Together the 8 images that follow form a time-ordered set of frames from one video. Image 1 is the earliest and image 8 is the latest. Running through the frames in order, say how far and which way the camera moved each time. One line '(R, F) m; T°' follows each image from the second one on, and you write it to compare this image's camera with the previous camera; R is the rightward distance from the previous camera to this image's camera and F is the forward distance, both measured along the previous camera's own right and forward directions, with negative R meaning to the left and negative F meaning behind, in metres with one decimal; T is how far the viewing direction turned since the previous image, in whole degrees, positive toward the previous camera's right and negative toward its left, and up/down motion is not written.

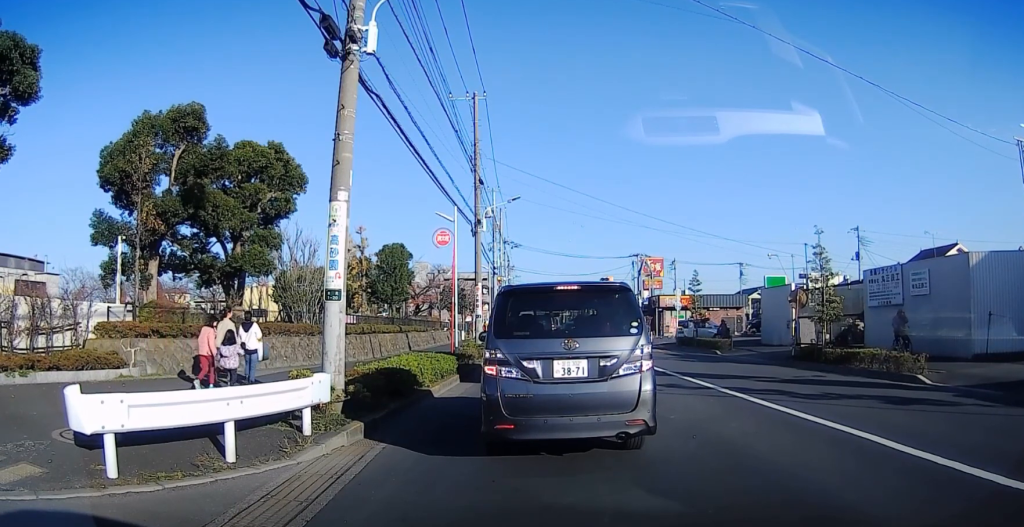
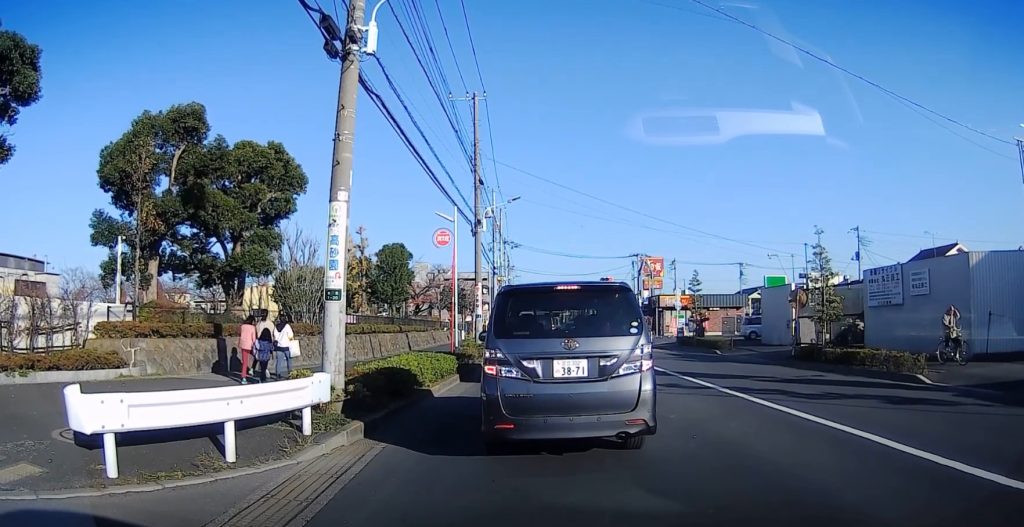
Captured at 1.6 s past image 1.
(0.0, 0.0) m; 0°
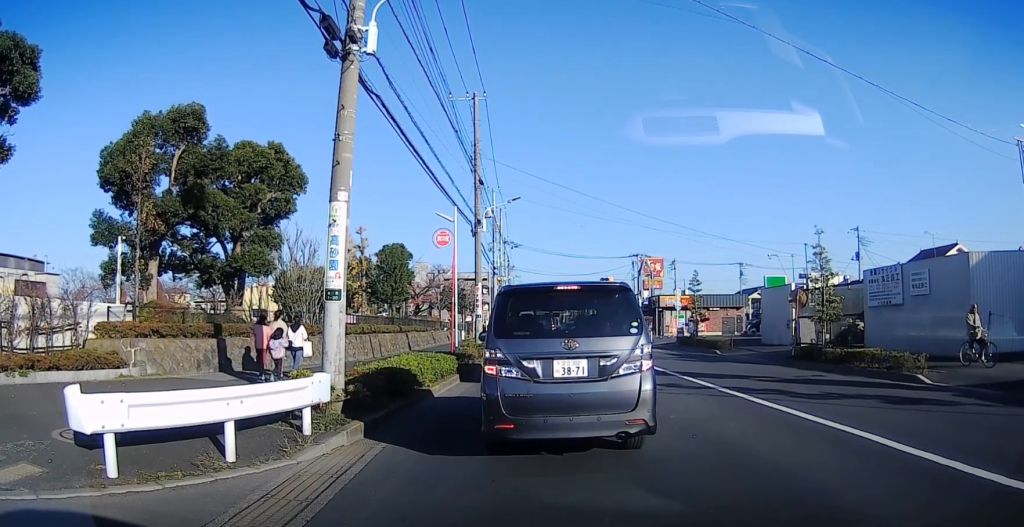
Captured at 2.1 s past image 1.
(0.0, 0.0) m; 0°
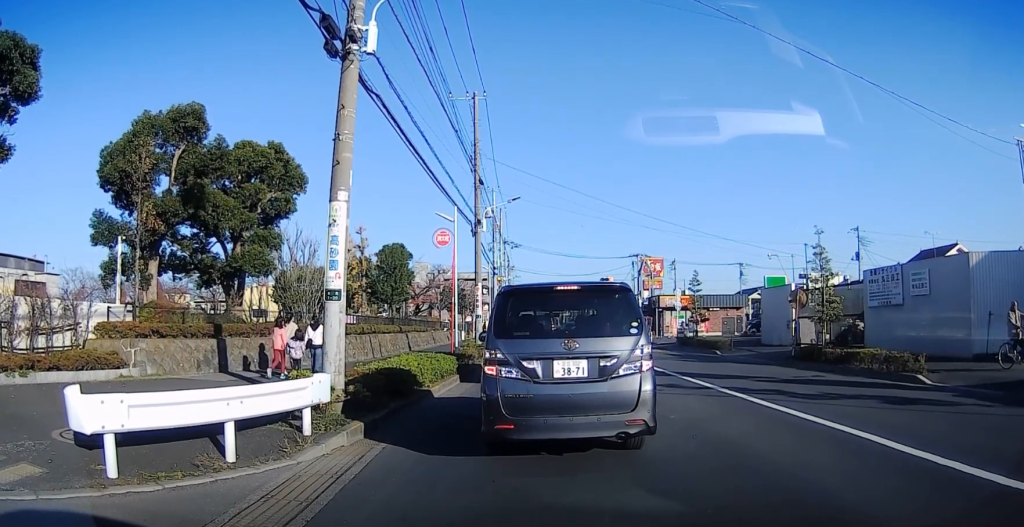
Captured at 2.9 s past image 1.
(0.0, 0.0) m; 0°
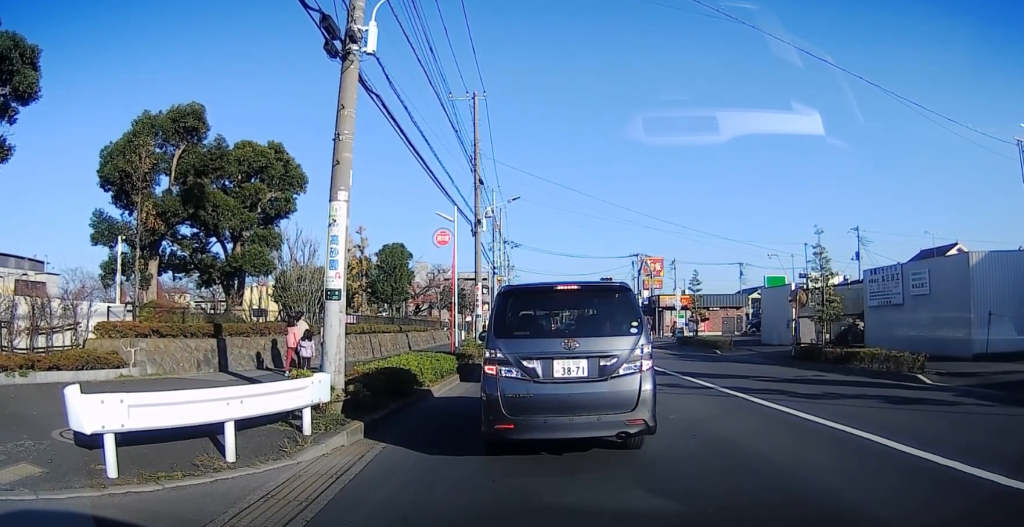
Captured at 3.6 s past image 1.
(0.0, 0.0) m; 0°
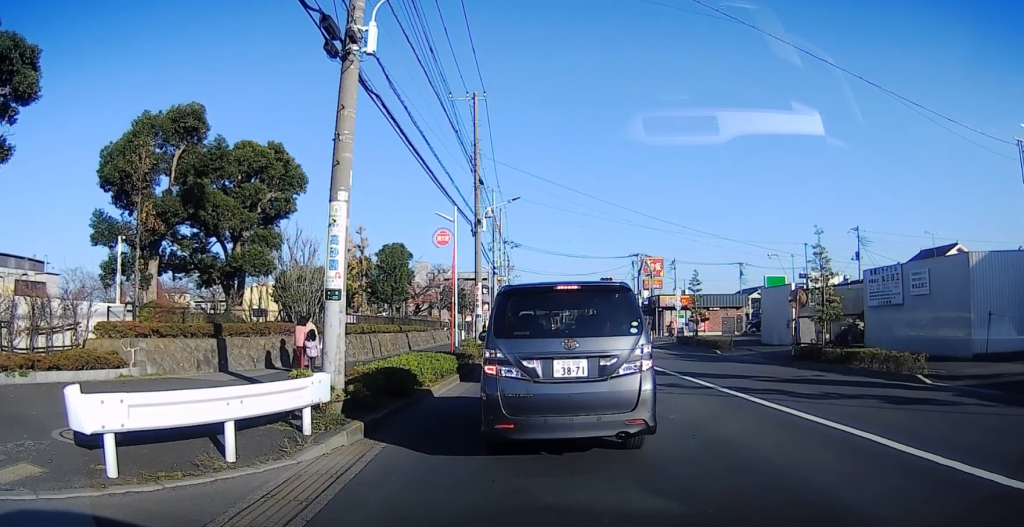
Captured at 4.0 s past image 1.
(0.0, 0.0) m; 0°
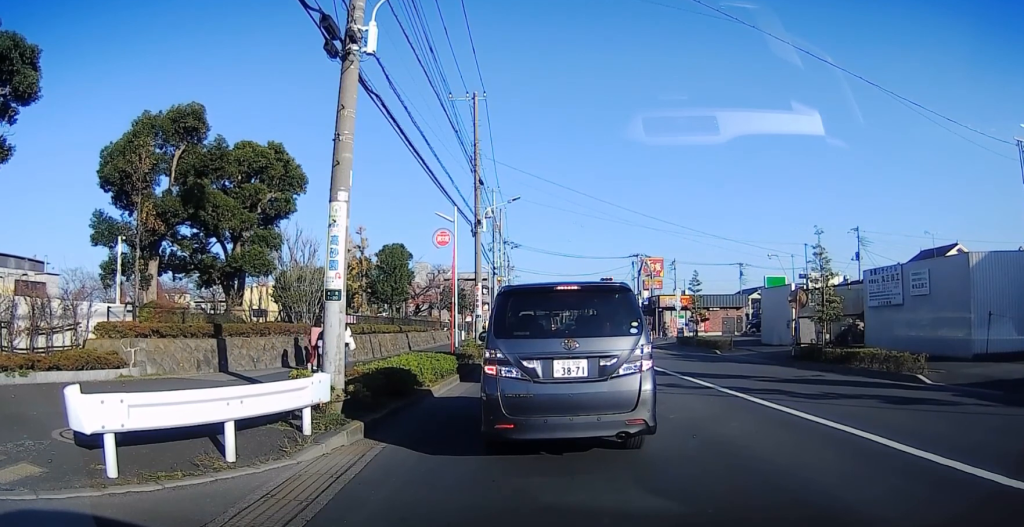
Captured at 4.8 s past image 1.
(0.0, 0.0) m; 0°
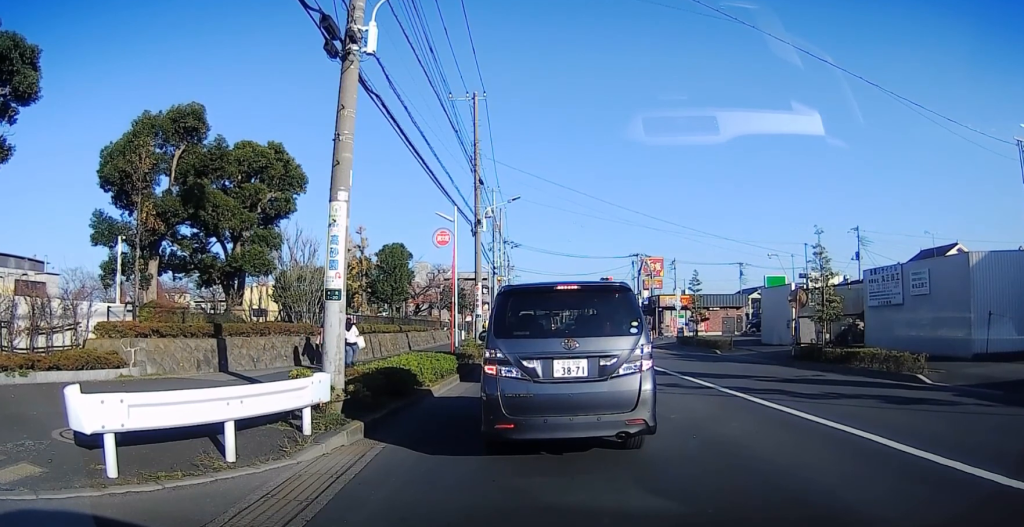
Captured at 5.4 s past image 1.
(0.0, 0.0) m; 0°
